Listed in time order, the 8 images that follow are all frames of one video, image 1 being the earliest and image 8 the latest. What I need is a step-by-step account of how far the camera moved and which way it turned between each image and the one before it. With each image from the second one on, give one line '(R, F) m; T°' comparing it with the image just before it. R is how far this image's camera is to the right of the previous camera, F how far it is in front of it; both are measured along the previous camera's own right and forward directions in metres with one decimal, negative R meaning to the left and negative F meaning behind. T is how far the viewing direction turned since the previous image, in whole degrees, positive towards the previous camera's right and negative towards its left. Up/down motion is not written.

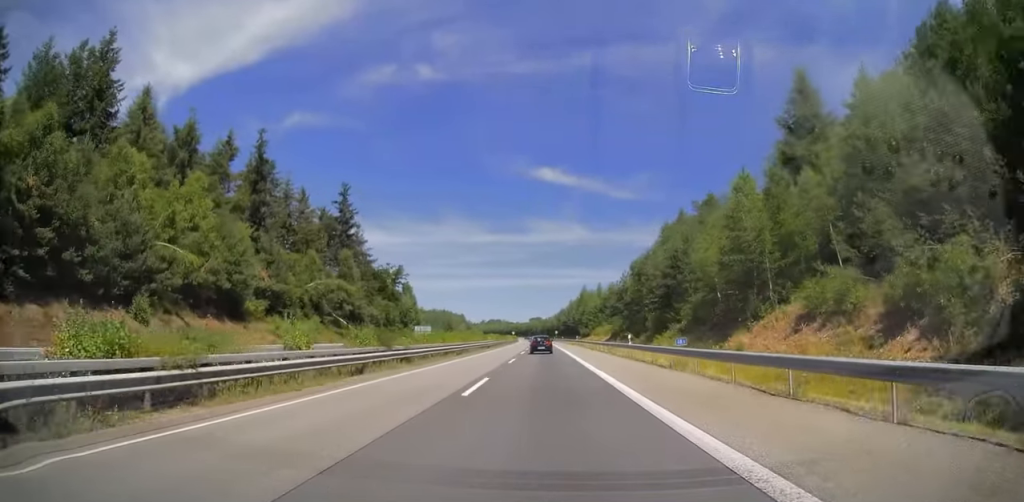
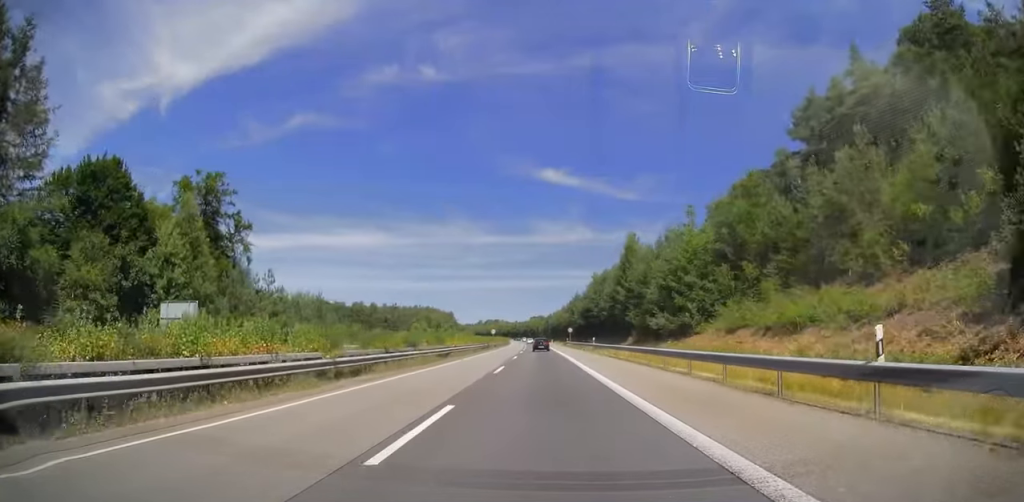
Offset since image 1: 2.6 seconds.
(-0.2, +80.0) m; -1°
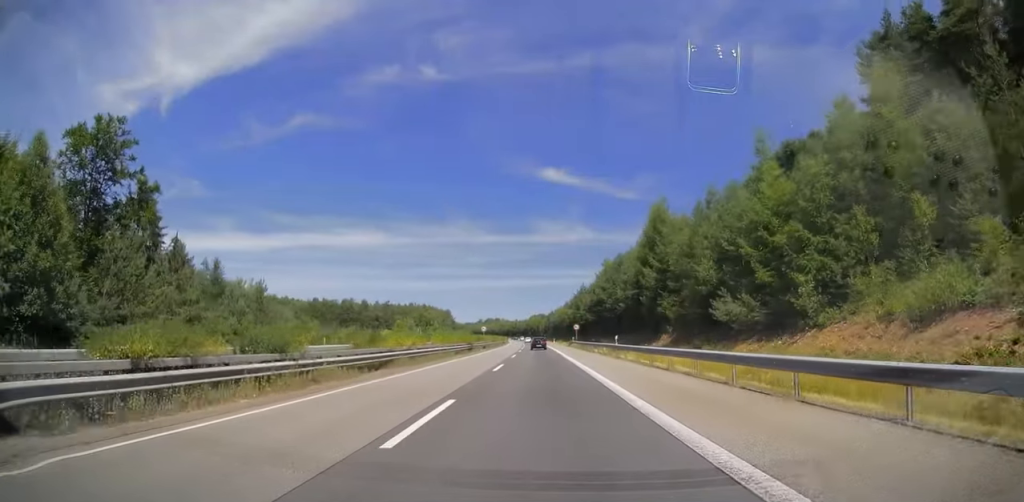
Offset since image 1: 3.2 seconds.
(-0.1, +17.2) m; 0°
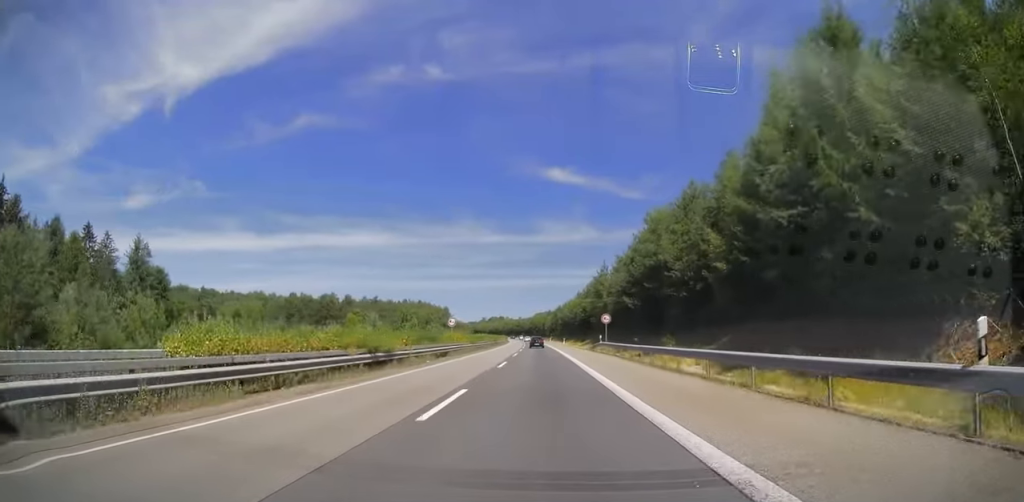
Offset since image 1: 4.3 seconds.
(+0.1, +33.8) m; 0°
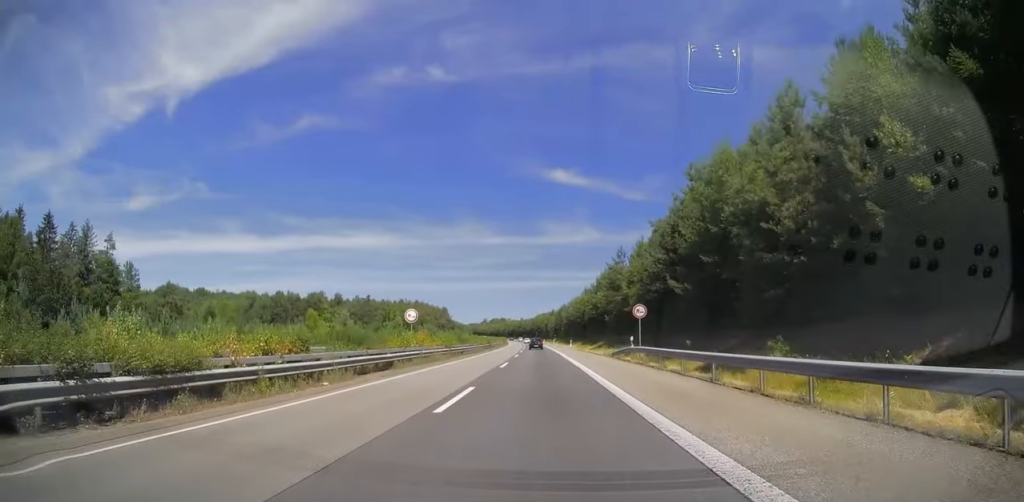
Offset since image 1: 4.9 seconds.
(0.0, +16.6) m; 0°
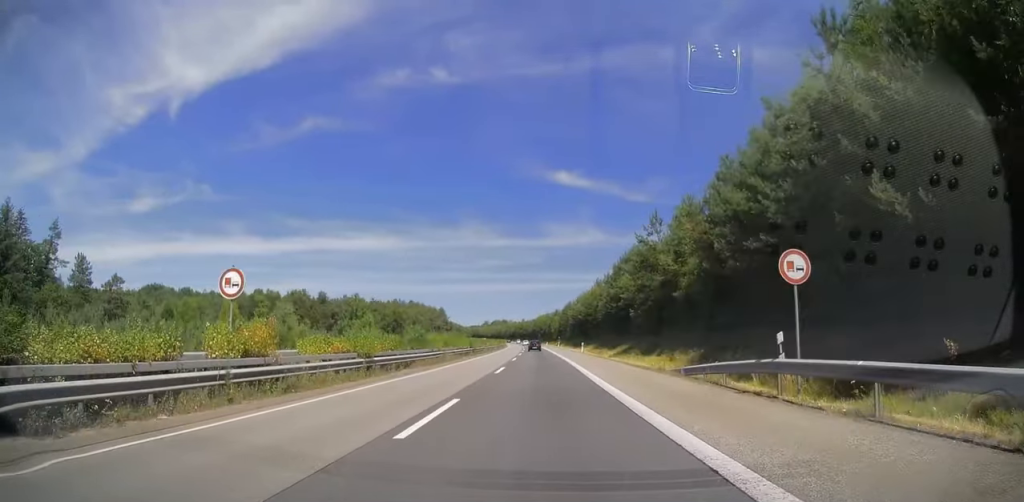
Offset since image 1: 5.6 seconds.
(0.0, +21.1) m; -1°
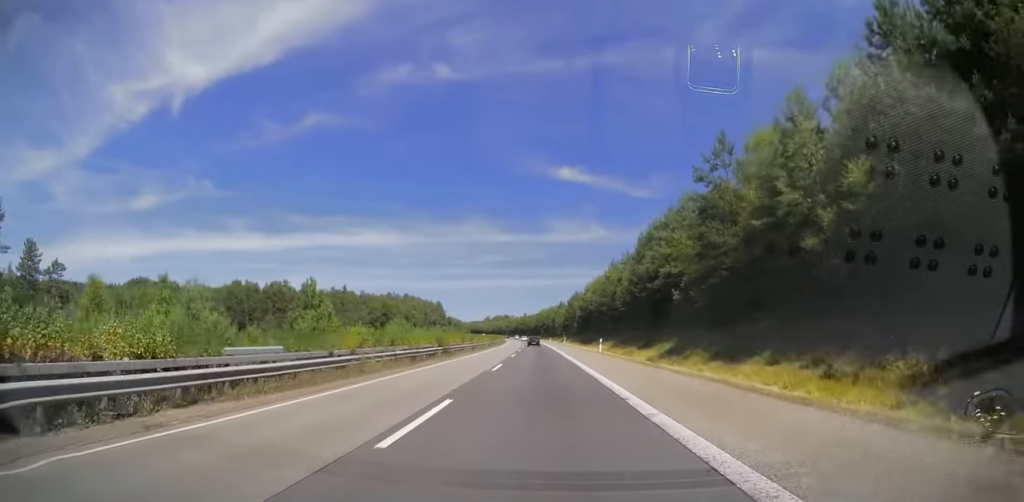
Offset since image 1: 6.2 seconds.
(-0.2, +19.1) m; -1°
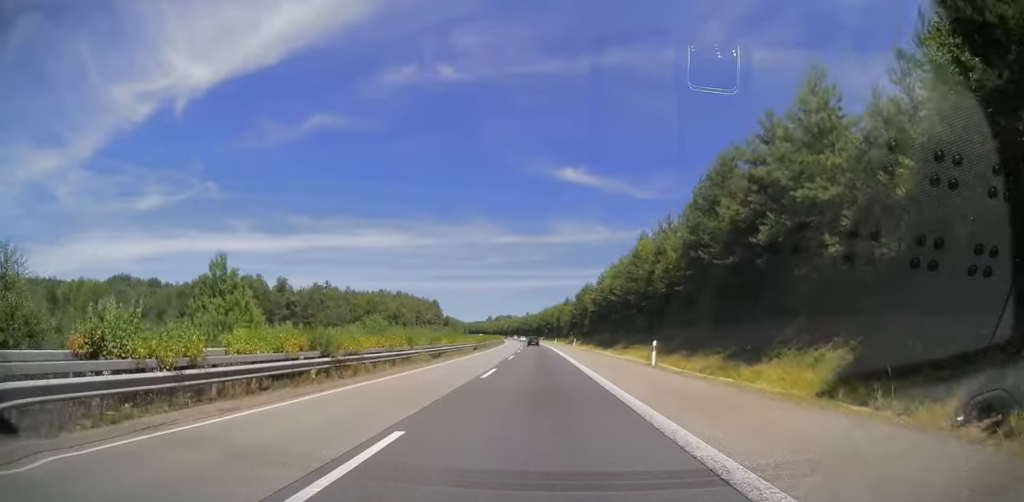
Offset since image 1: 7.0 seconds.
(0.0, +22.6) m; 0°
